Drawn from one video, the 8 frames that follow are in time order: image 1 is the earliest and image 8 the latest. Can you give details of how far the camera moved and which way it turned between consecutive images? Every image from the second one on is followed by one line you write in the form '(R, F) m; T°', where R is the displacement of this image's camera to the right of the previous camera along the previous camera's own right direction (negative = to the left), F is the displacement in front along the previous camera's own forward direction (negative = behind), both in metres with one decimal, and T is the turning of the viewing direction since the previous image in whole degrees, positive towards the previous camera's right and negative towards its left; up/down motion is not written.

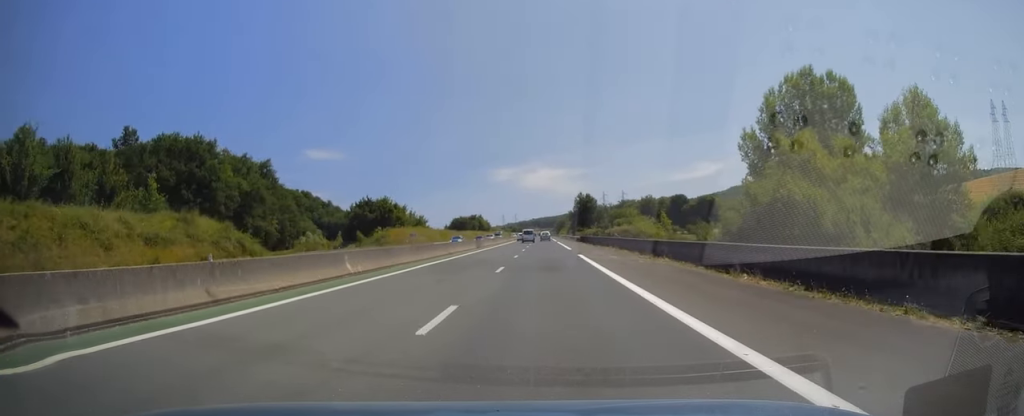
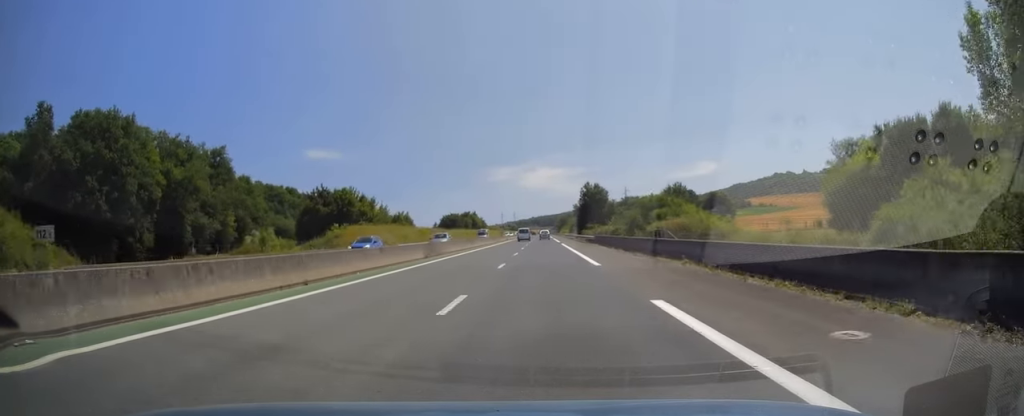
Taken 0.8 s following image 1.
(0.0, +24.0) m; 0°
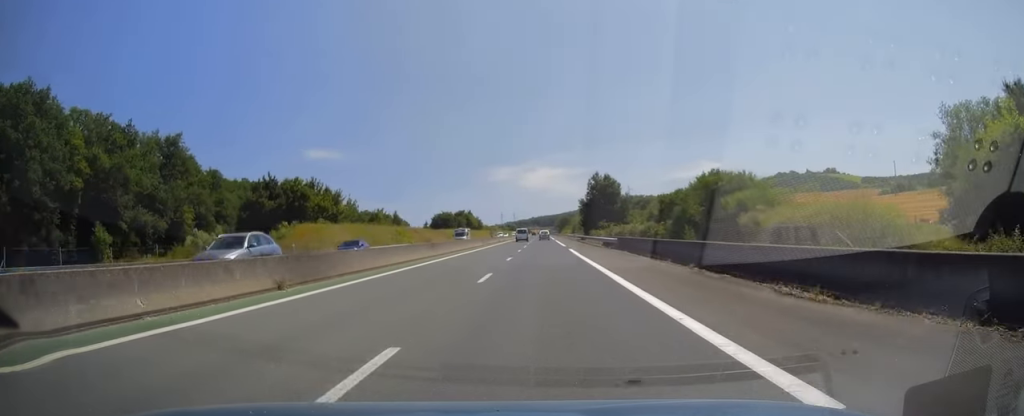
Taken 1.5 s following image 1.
(0.0, +18.6) m; 0°
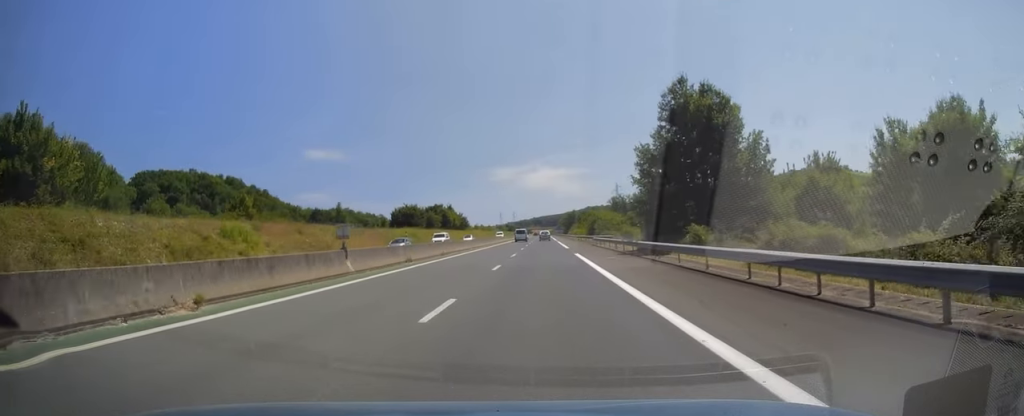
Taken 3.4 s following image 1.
(0.0, +58.3) m; 0°
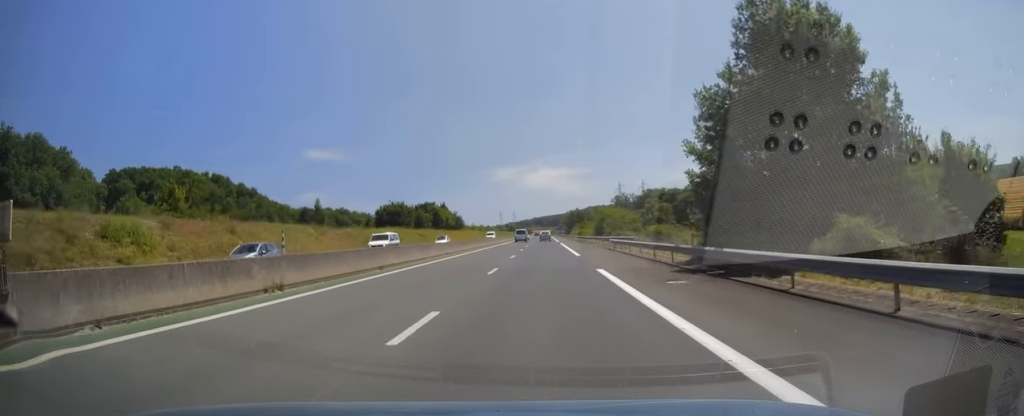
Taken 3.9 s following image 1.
(0.0, +14.7) m; 0°
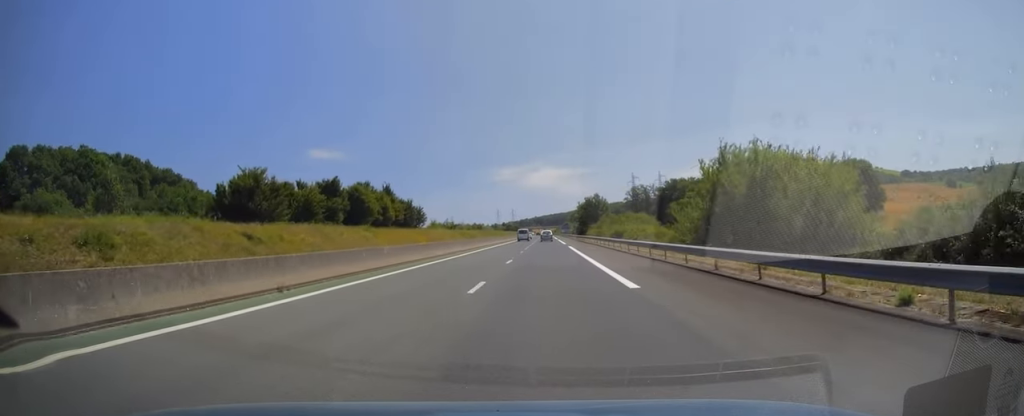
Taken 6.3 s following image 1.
(+0.2, +70.1) m; 0°
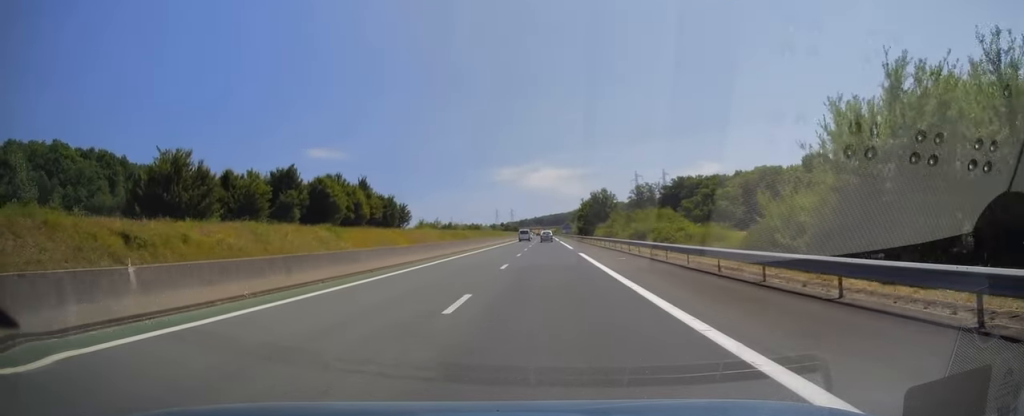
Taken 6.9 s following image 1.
(0.0, +16.2) m; 0°
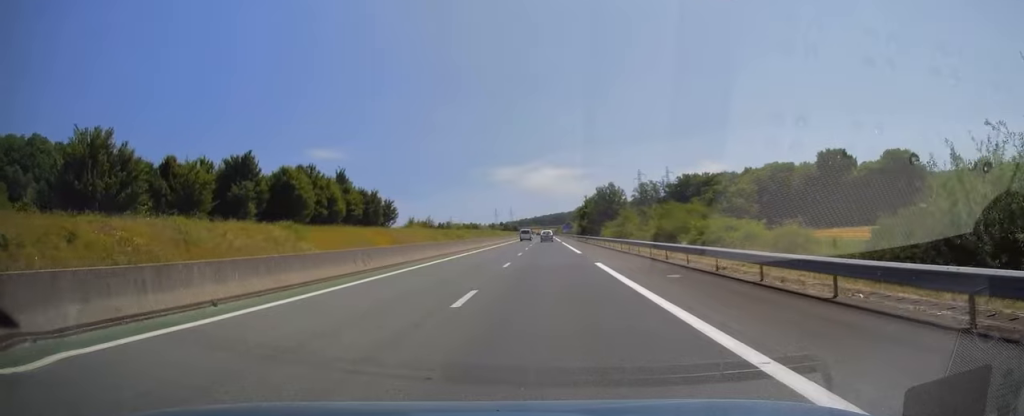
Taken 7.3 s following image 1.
(0.0, +11.7) m; 0°
